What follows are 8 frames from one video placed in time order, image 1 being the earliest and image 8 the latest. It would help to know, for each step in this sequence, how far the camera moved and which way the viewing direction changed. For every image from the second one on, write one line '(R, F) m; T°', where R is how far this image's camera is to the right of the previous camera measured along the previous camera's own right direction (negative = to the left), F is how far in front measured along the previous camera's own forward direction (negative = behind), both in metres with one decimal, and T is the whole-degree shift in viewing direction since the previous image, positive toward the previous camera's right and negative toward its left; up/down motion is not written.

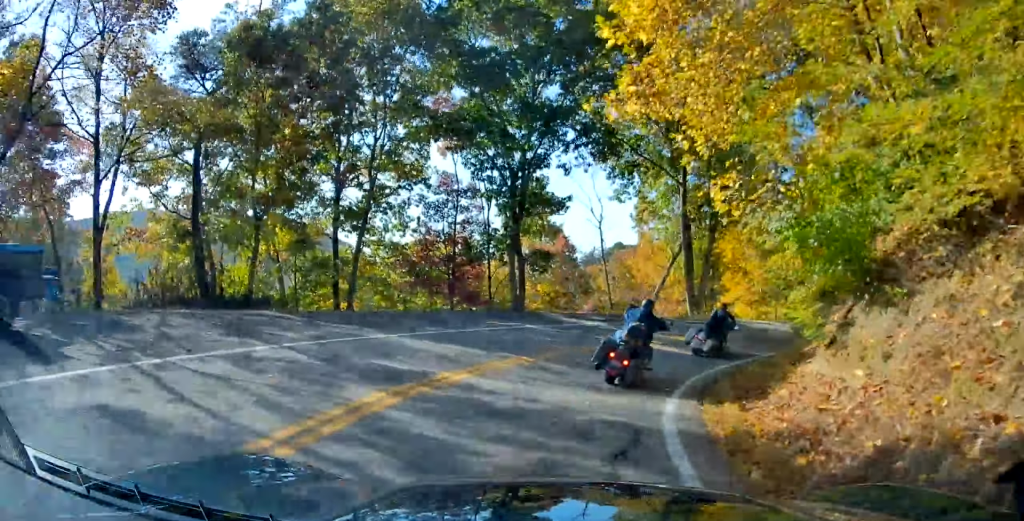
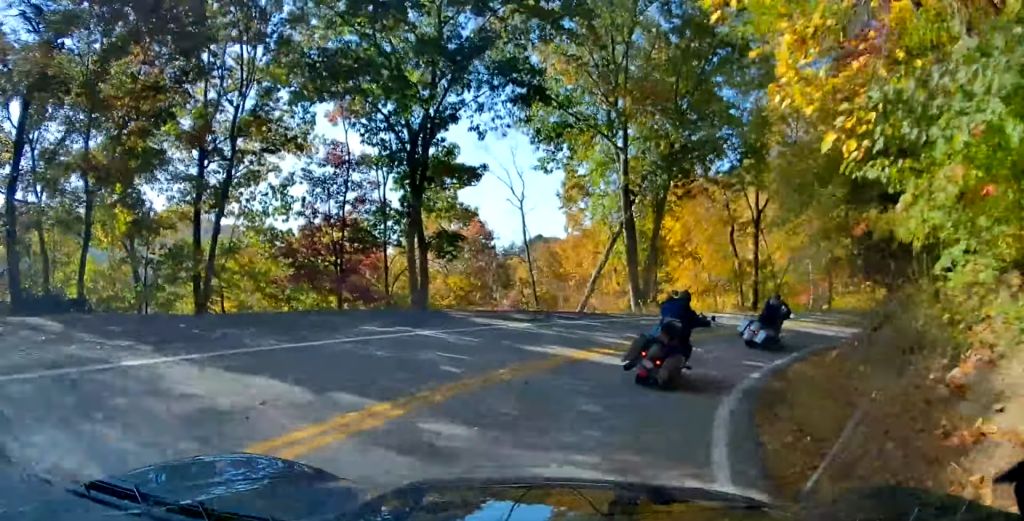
(+0.3, +6.4) m; +6°
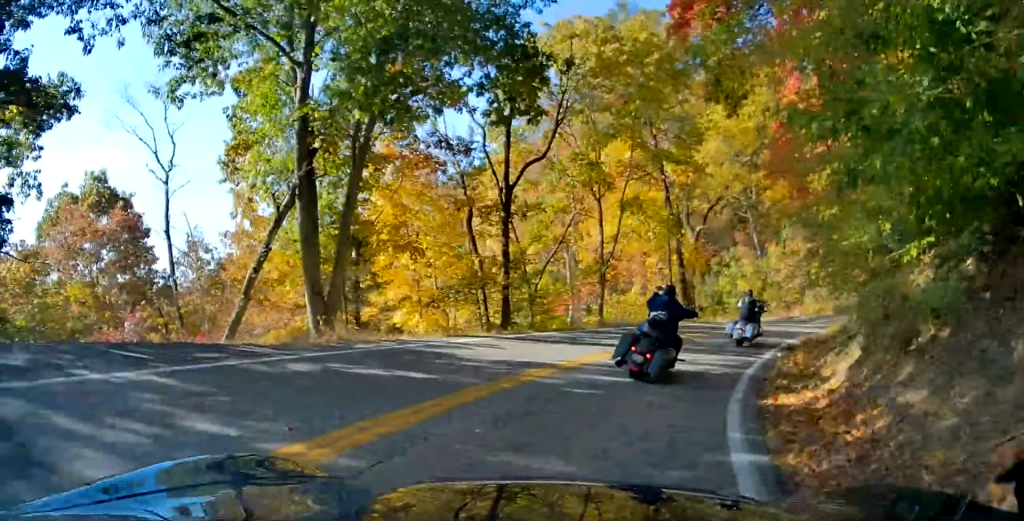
(+1.5, +12.7) m; +18°
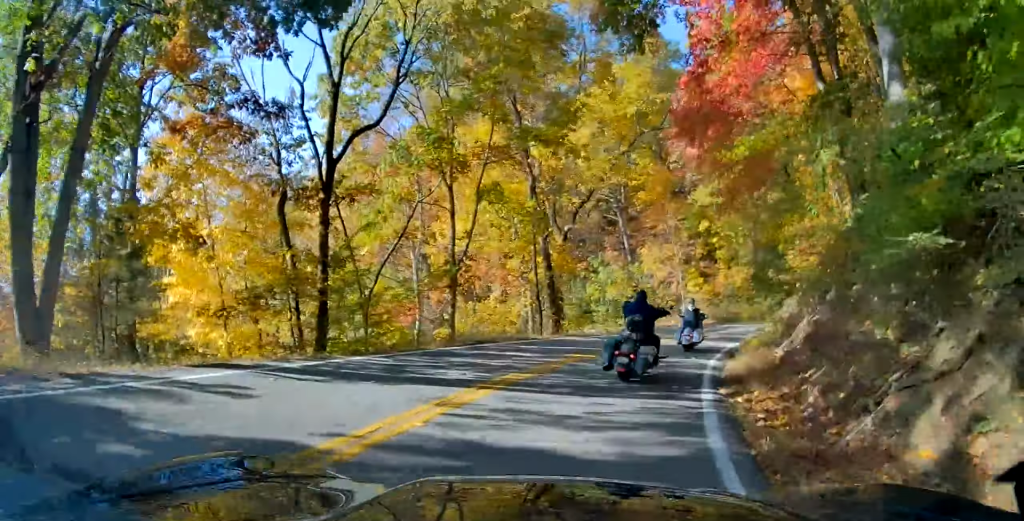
(+0.6, +6.8) m; +12°
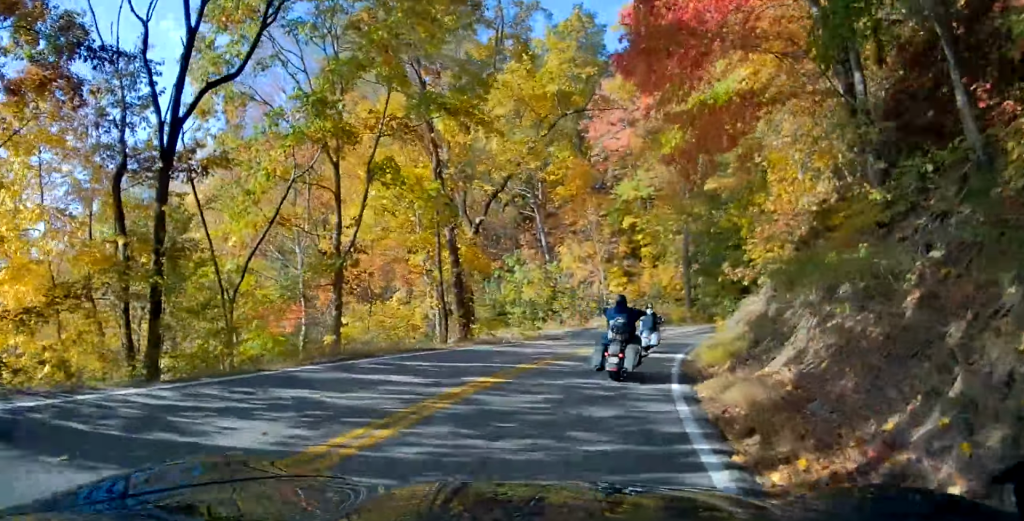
(+0.5, +5.3) m; +9°
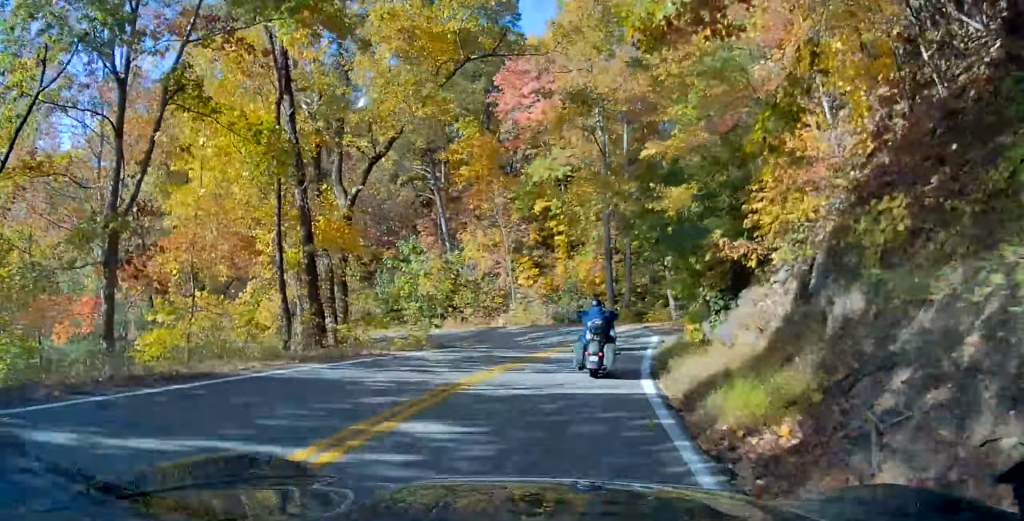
(+1.2, +8.9) m; +10°
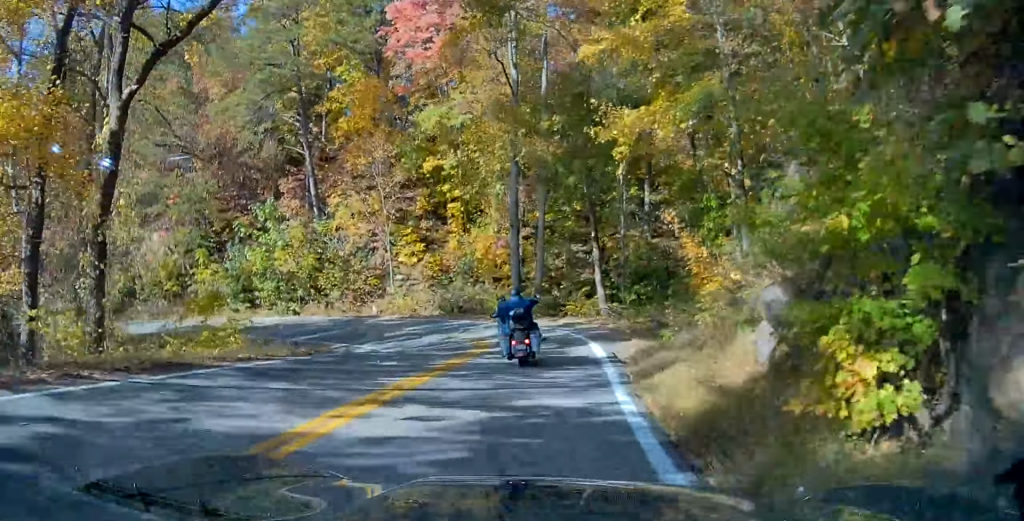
(+1.1, +13.0) m; +5°
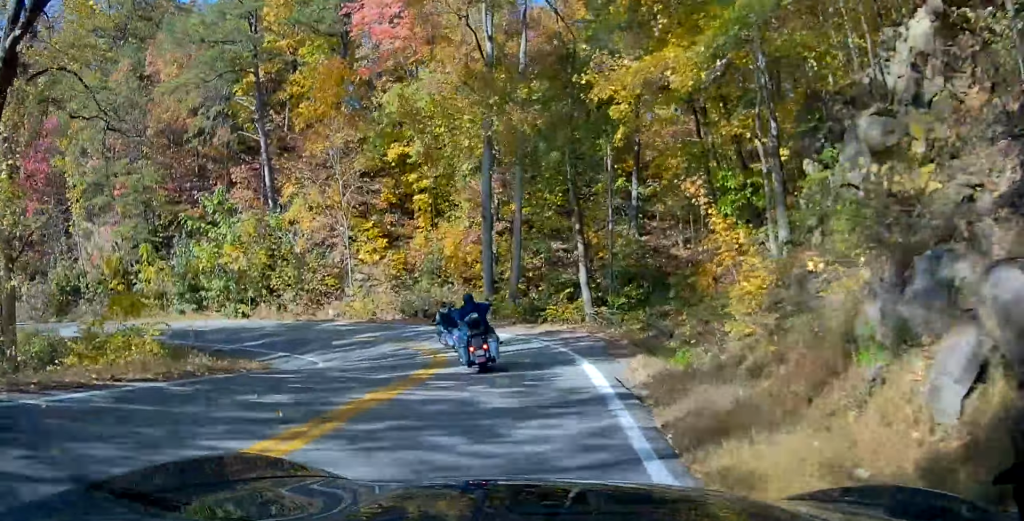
(0.0, +5.0) m; 0°
